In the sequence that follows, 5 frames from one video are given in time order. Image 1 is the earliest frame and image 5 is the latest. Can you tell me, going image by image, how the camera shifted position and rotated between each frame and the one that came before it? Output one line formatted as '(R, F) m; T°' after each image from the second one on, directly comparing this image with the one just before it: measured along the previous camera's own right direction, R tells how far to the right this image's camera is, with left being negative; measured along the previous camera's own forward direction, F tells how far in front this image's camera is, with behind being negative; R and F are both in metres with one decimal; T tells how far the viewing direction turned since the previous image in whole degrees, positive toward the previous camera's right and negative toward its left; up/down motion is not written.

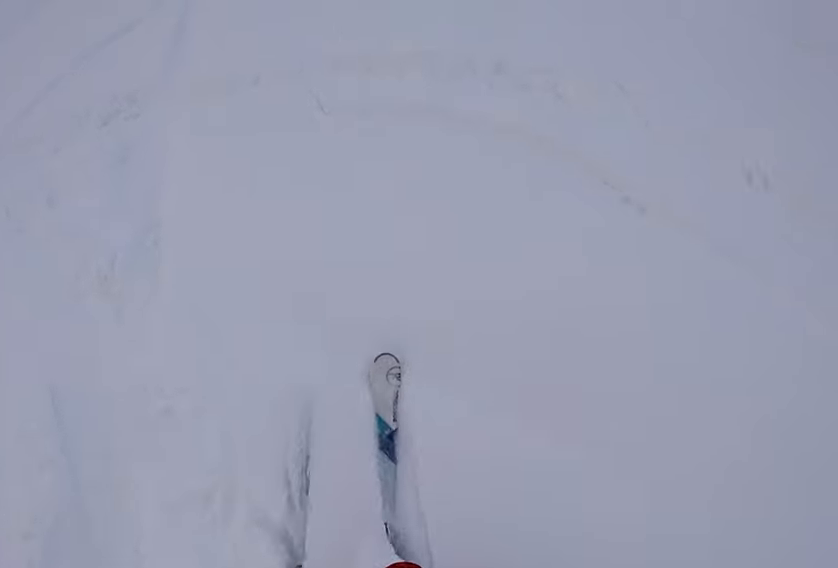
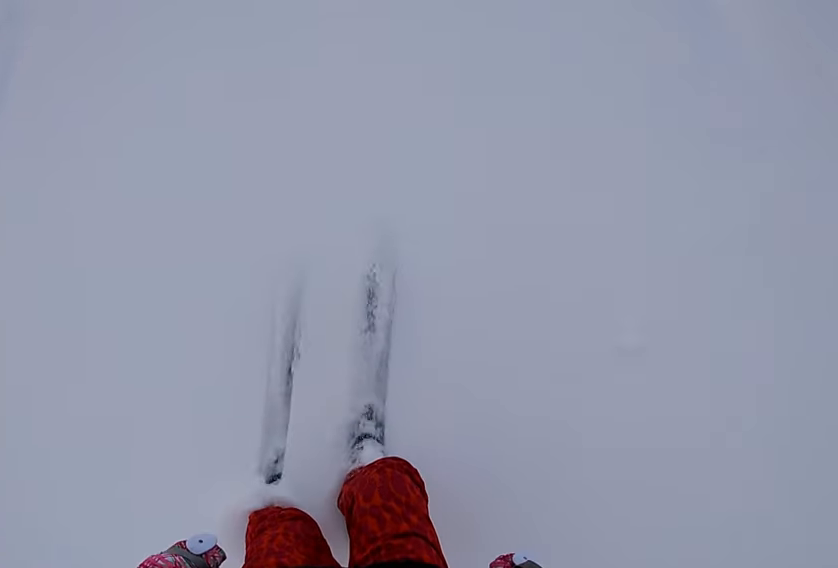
(+0.1, +3.8) m; +12°
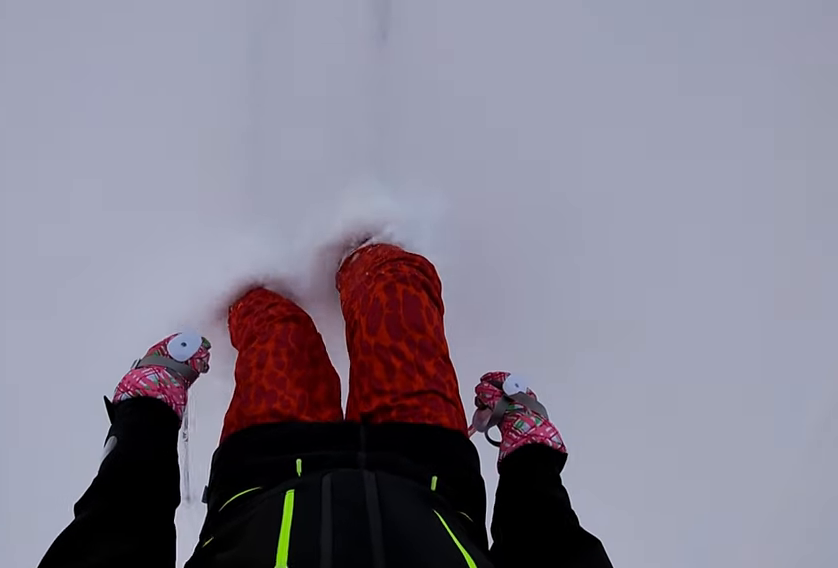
(+0.4, +3.6) m; +7°
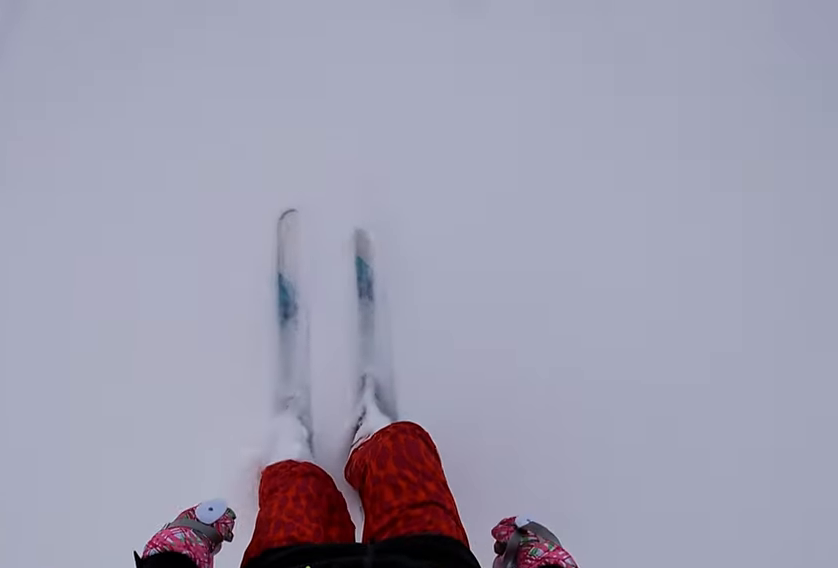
(0.0, +3.1) m; -2°
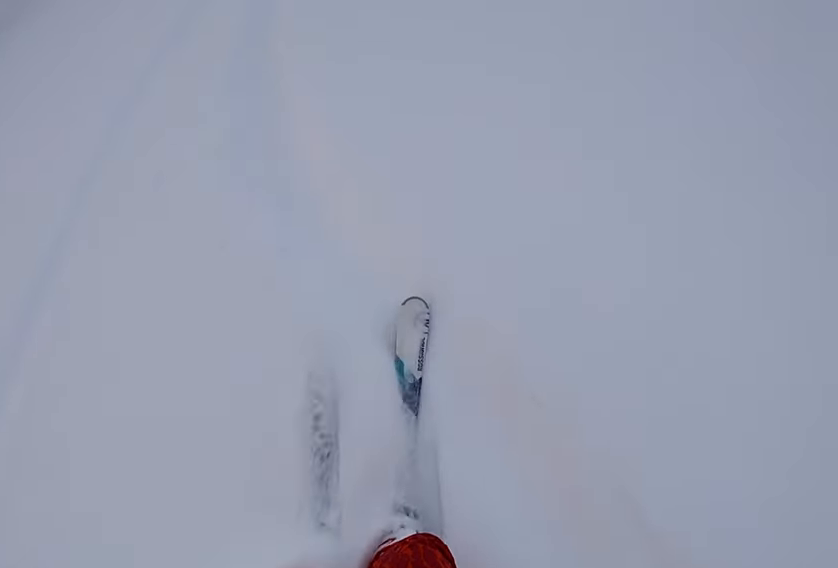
(-1.6, +9.4) m; -11°
